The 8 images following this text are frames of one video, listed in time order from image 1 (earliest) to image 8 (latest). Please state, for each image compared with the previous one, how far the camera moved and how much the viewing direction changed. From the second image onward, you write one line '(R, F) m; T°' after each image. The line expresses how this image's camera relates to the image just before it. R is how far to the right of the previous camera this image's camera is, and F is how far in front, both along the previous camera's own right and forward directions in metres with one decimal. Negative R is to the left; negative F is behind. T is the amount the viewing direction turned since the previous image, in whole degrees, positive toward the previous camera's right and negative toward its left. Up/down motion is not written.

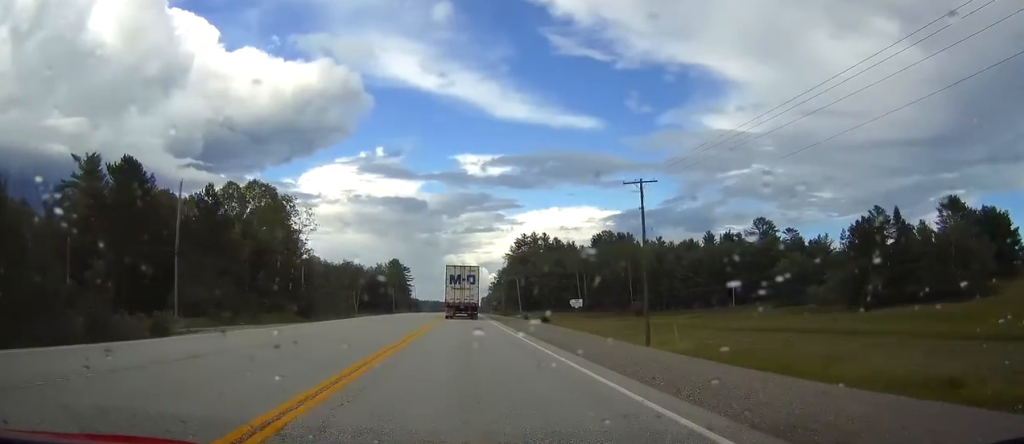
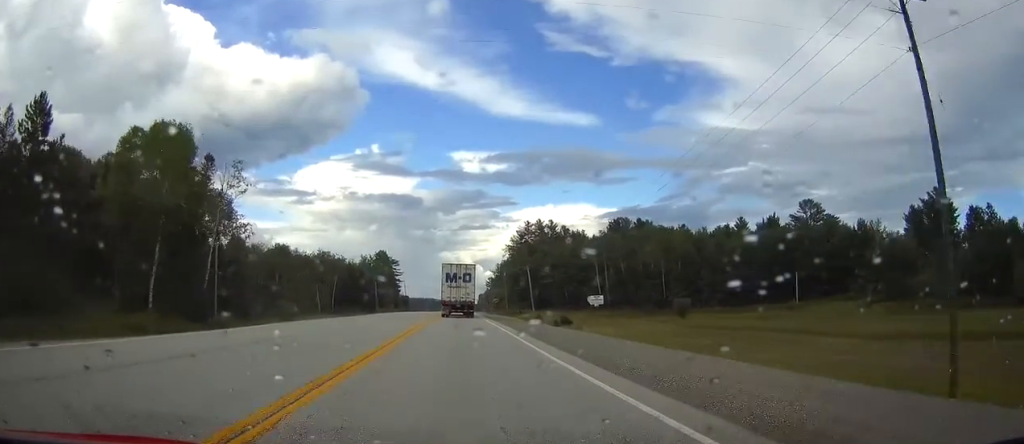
(0.0, +33.3) m; 0°
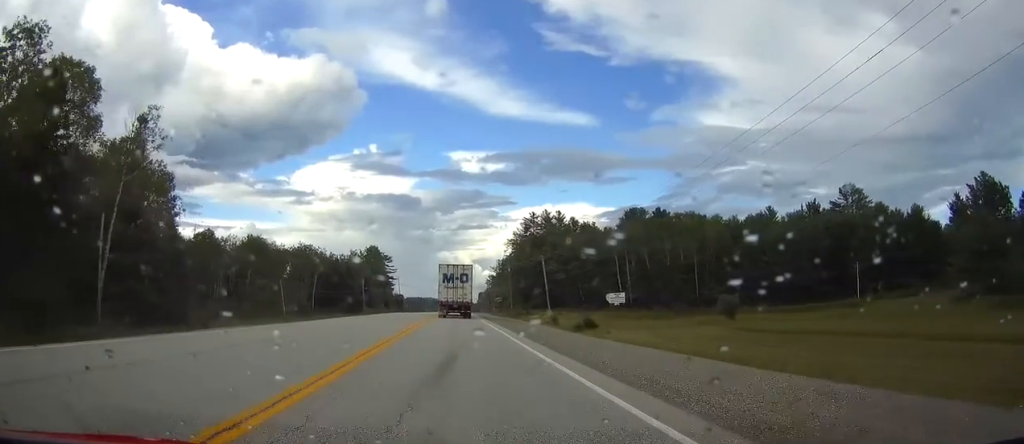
(0.0, +21.9) m; 0°
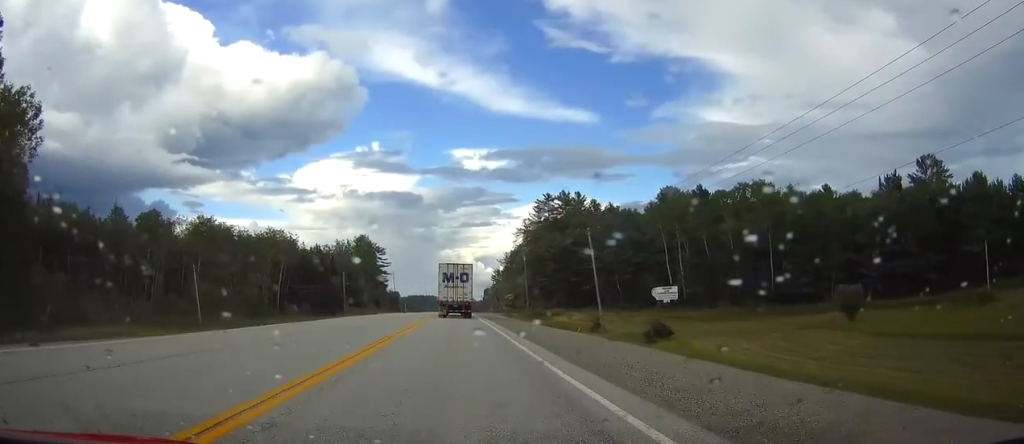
(0.0, +31.4) m; 0°
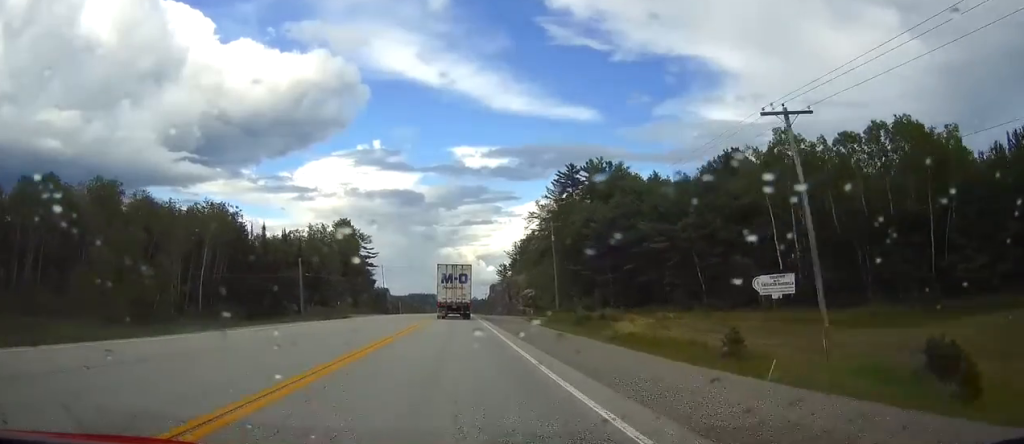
(0.0, +37.9) m; 0°
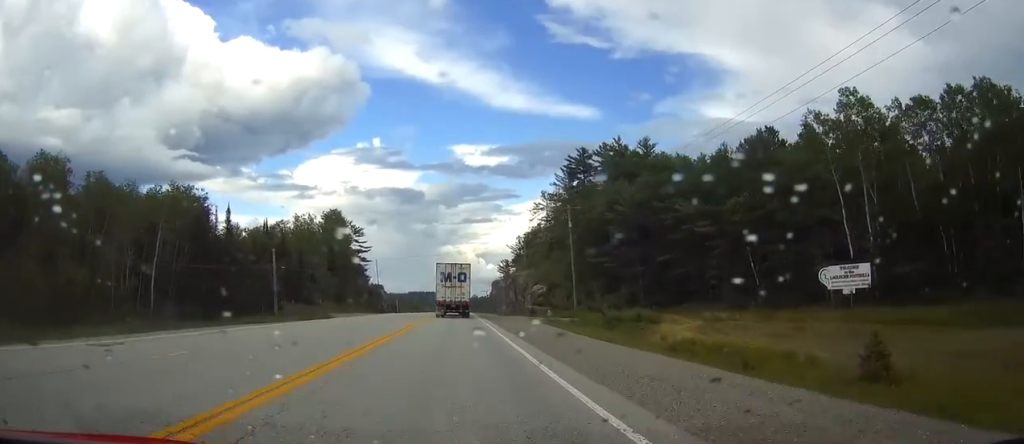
(0.0, +14.2) m; 0°
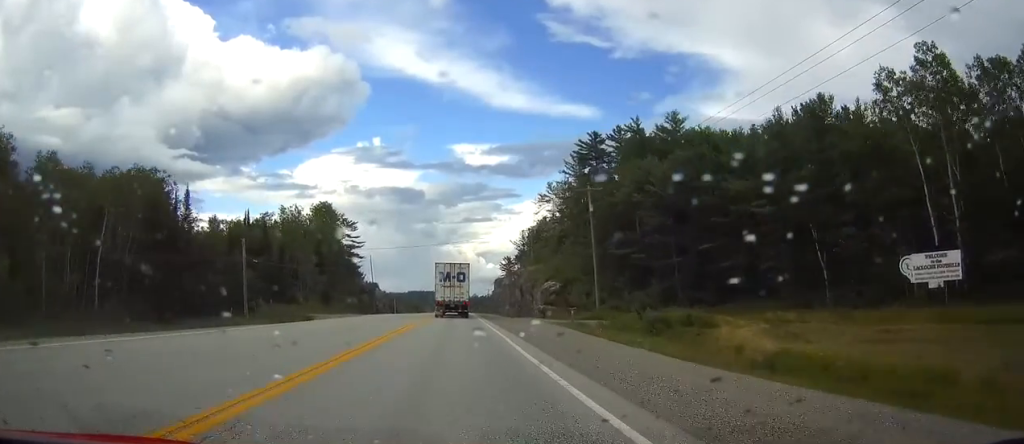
(0.0, +12.3) m; 0°
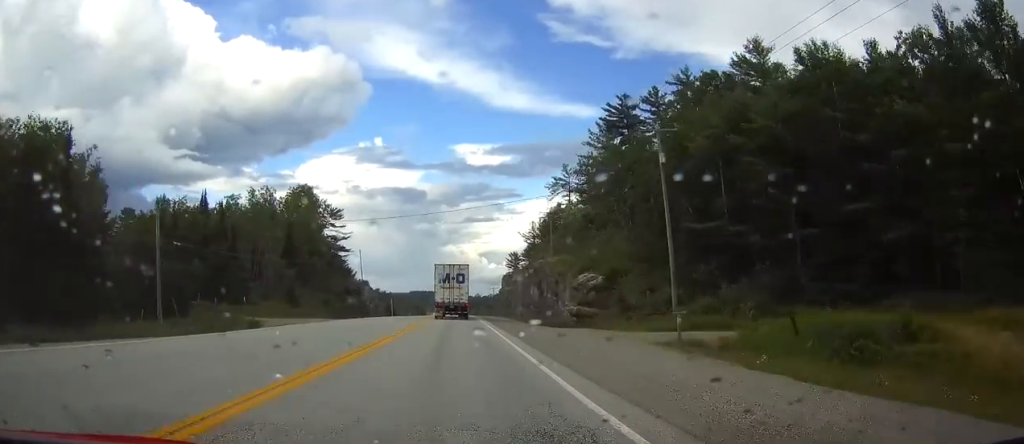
(0.0, +22.5) m; 0°
